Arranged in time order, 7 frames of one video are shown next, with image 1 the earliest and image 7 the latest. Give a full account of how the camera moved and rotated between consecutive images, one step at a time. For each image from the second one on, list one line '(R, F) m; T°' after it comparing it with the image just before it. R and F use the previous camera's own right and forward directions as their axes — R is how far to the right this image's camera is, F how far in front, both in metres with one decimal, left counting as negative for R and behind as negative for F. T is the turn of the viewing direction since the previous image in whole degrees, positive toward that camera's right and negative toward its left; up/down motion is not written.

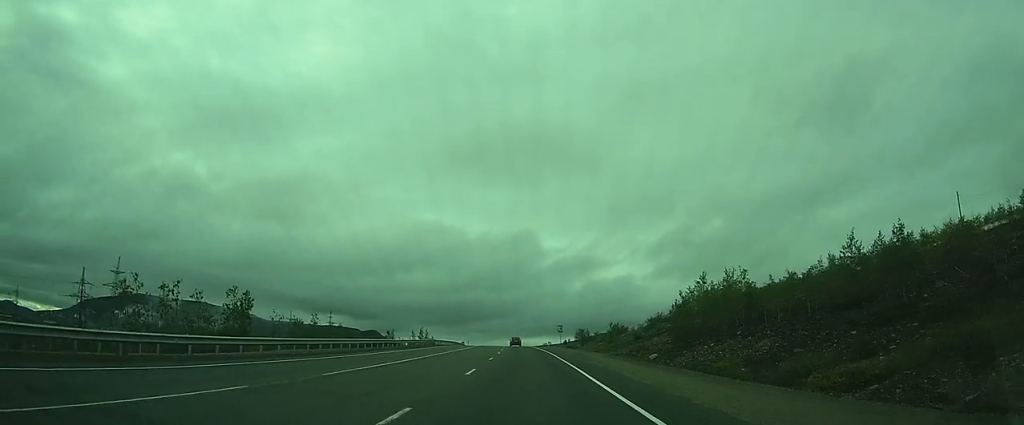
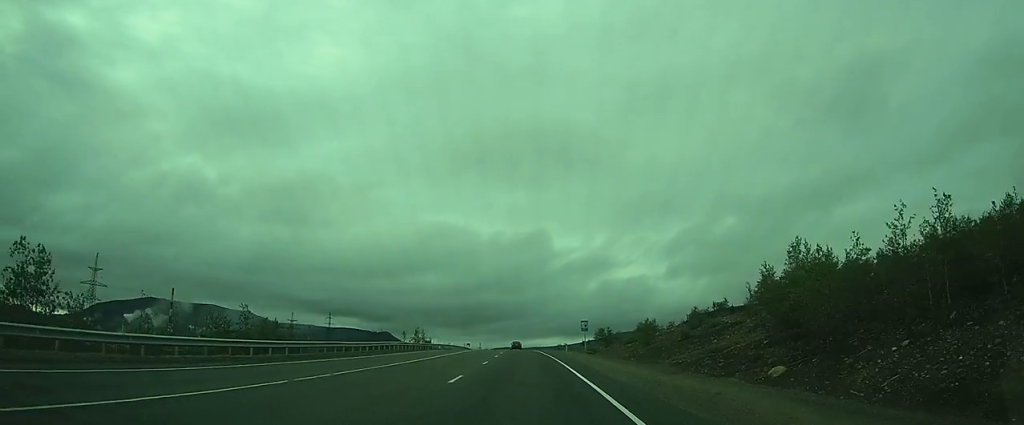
(-0.2, +27.5) m; -1°
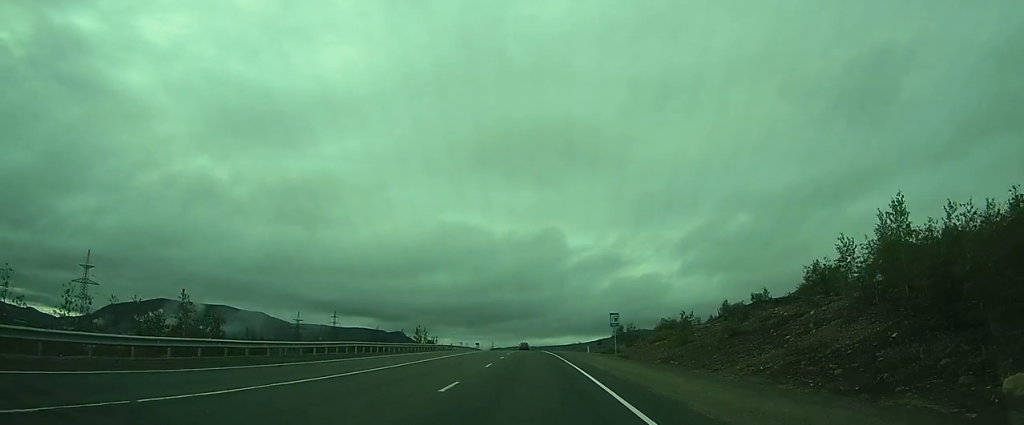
(-0.1, +15.5) m; -1°
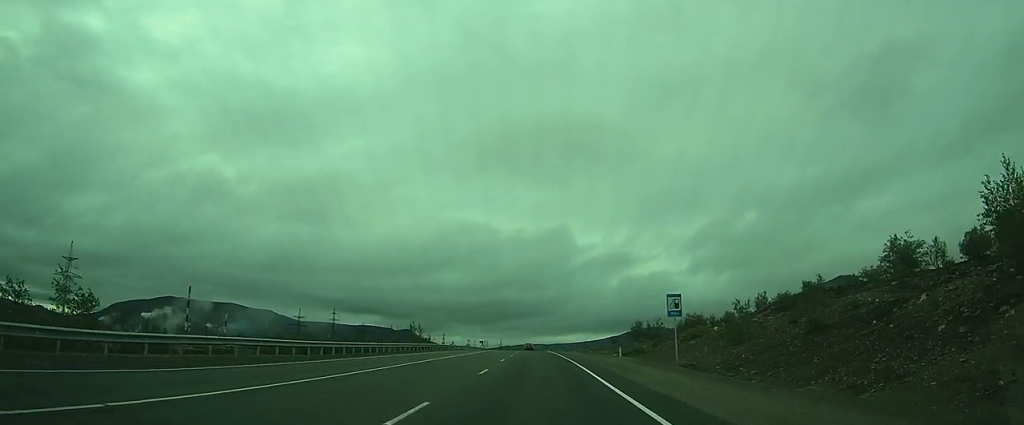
(-0.1, +18.2) m; 0°
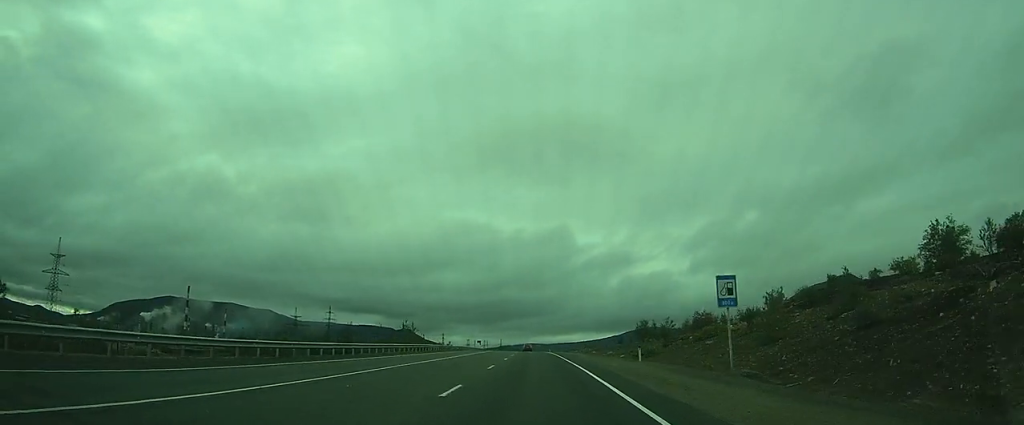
(0.0, +8.1) m; 0°
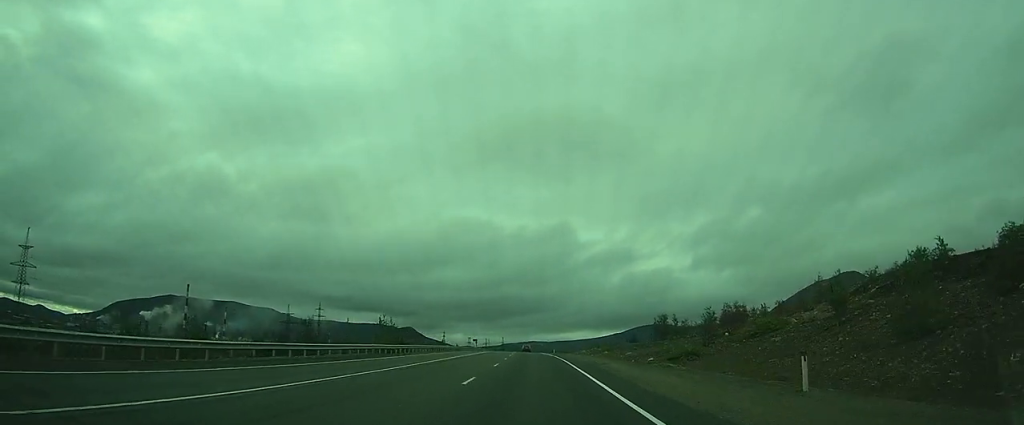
(0.0, +20.7) m; 0°
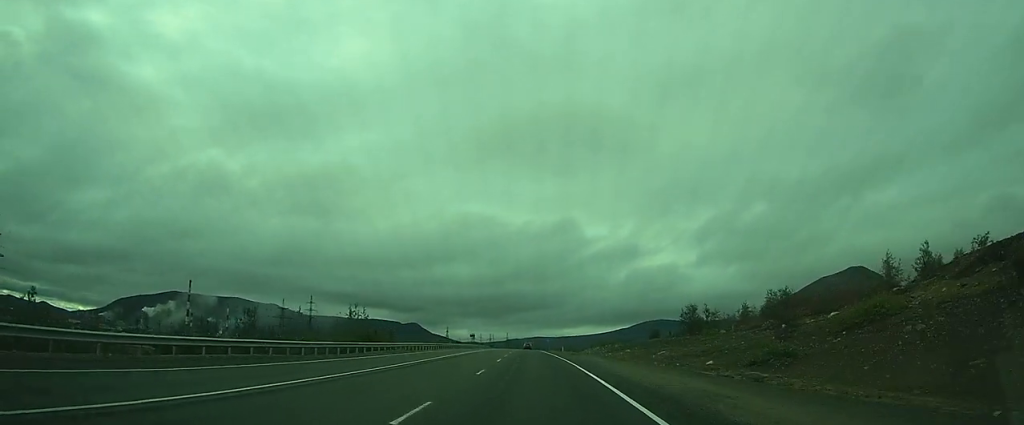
(0.0, +20.6) m; 0°
